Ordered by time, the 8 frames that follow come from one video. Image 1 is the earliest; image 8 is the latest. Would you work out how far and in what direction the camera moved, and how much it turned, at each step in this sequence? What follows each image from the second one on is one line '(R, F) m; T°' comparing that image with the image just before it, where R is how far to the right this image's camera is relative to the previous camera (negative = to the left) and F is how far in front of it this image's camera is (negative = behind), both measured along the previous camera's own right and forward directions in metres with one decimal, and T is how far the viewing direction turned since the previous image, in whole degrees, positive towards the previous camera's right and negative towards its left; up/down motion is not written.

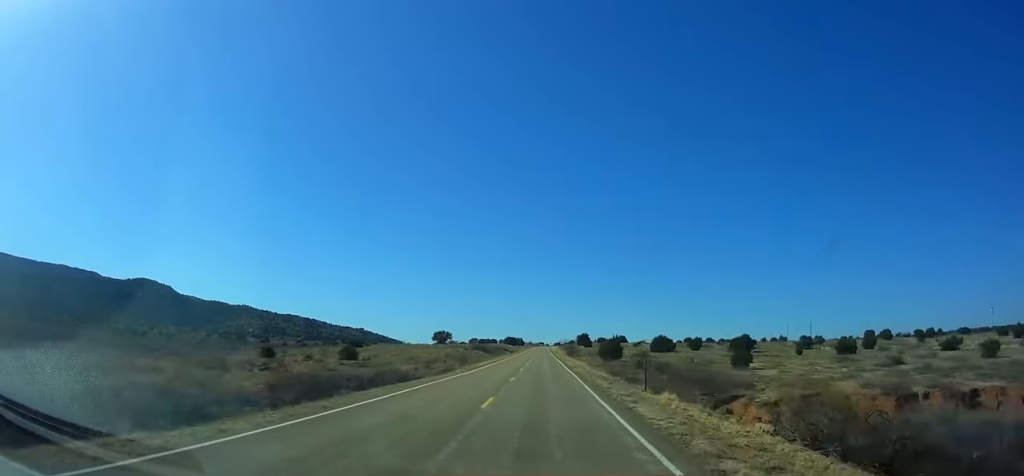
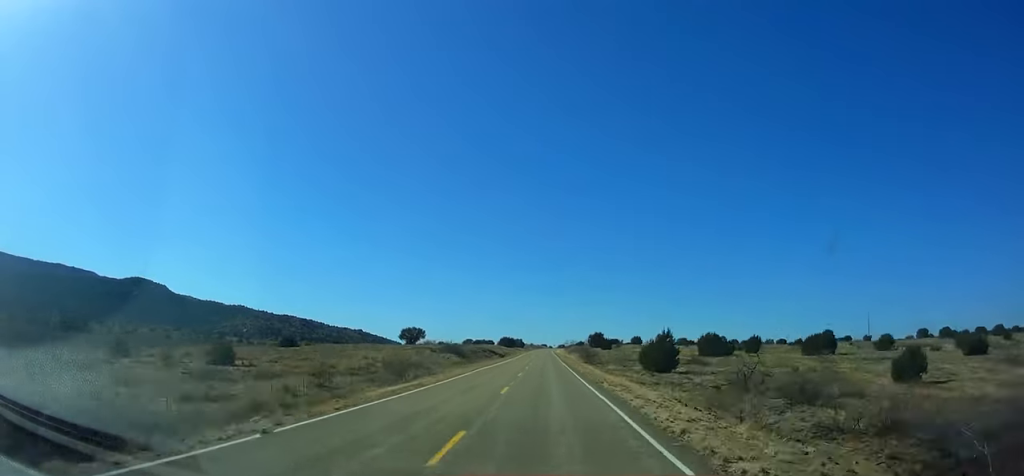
(0.0, +44.3) m; 0°
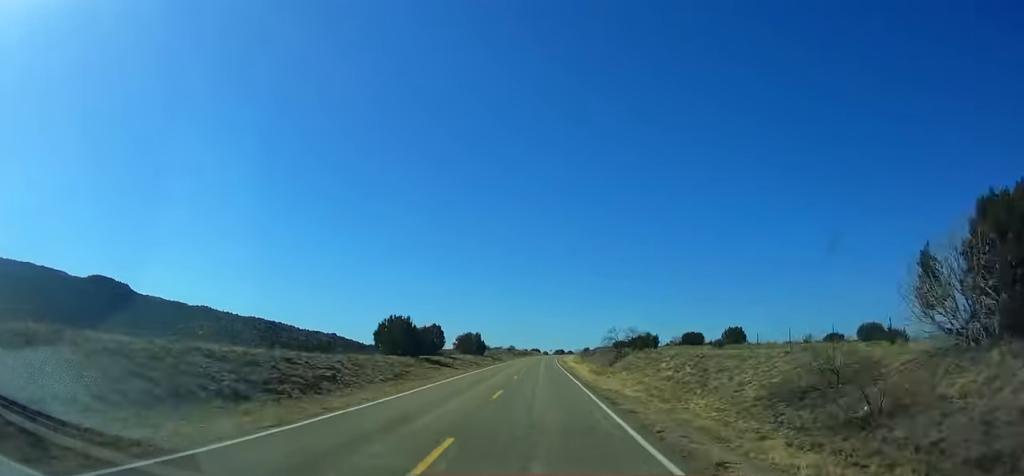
(+1.0, +160.5) m; +1°
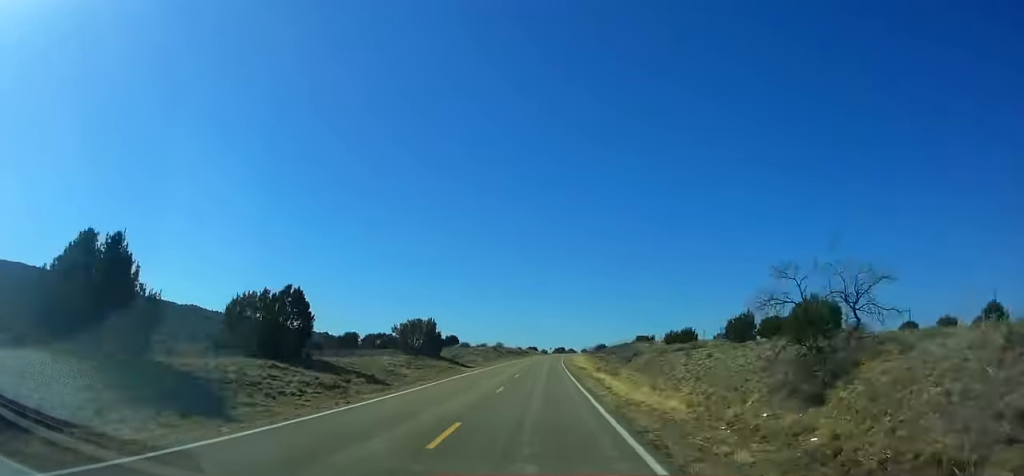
(-0.1, +47.1) m; 0°
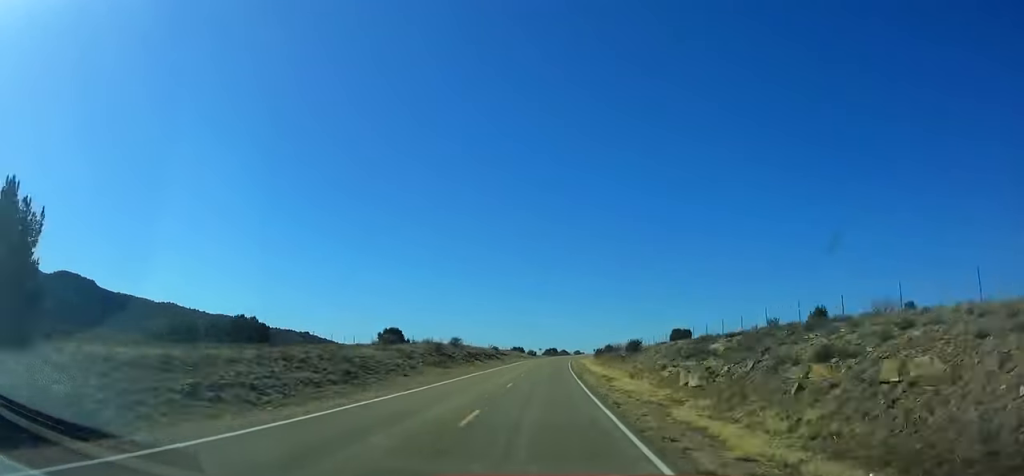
(+0.4, +59.3) m; +1°
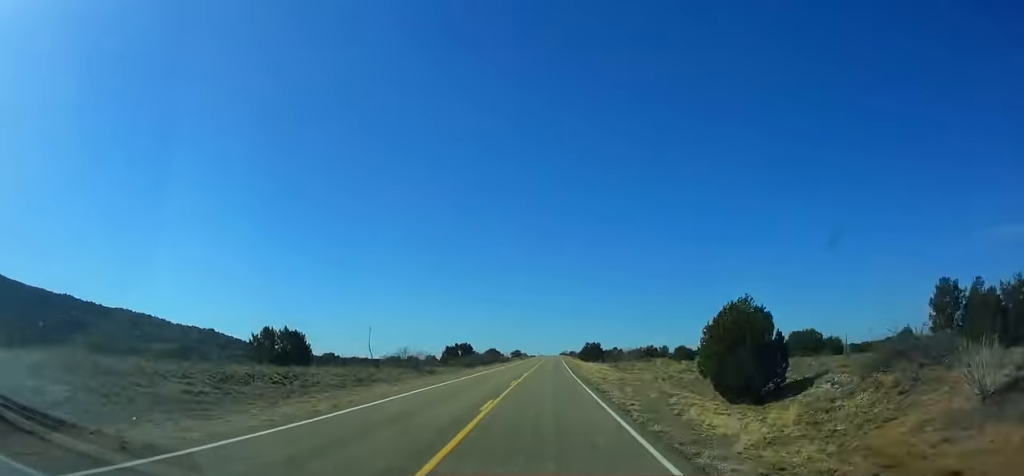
(+7.2, +181.2) m; +5°
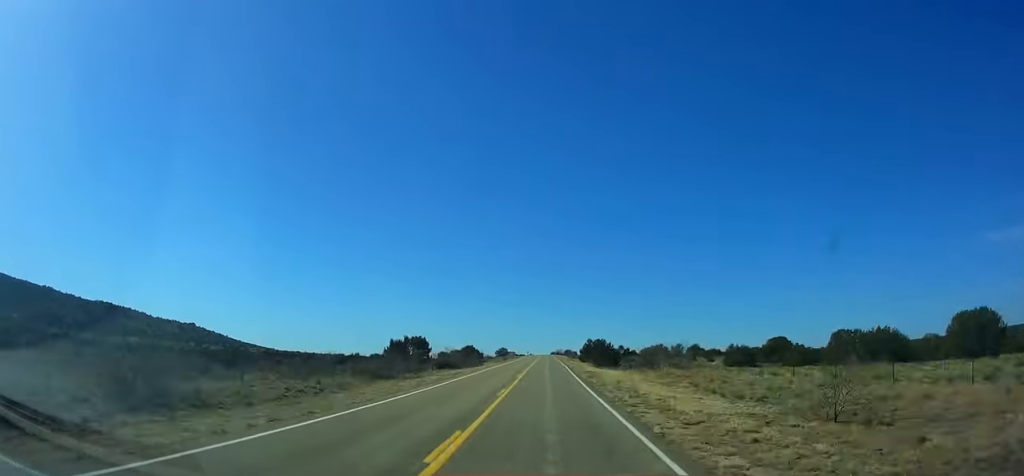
(+0.1, +43.9) m; +1°
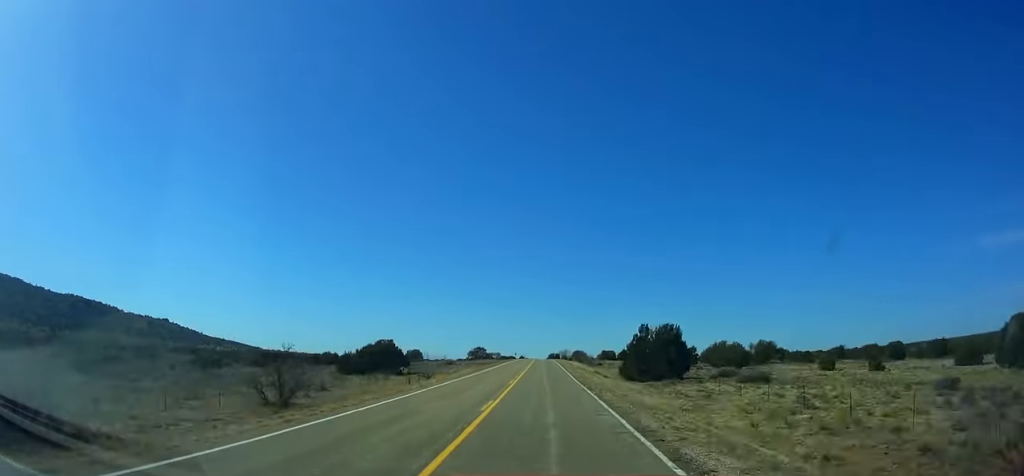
(+1.6, +90.8) m; +1°
